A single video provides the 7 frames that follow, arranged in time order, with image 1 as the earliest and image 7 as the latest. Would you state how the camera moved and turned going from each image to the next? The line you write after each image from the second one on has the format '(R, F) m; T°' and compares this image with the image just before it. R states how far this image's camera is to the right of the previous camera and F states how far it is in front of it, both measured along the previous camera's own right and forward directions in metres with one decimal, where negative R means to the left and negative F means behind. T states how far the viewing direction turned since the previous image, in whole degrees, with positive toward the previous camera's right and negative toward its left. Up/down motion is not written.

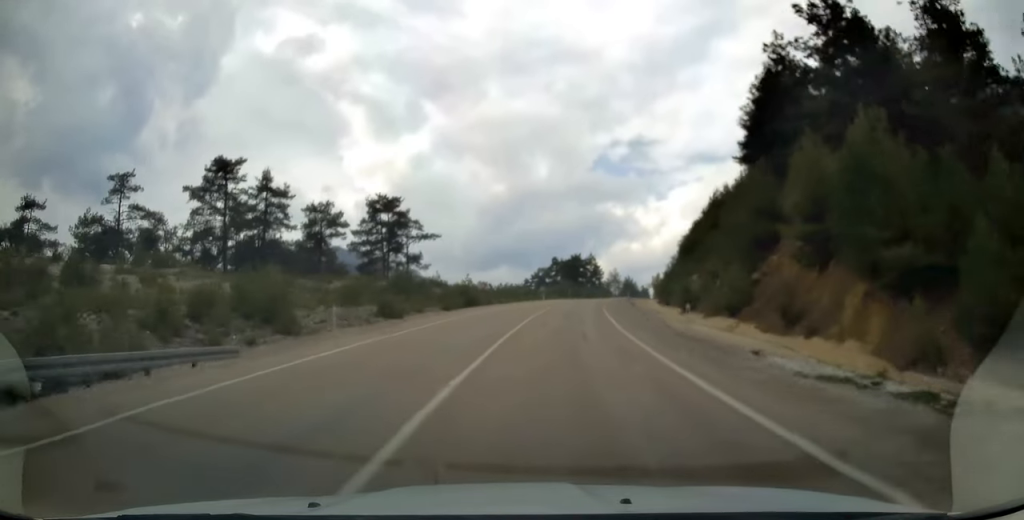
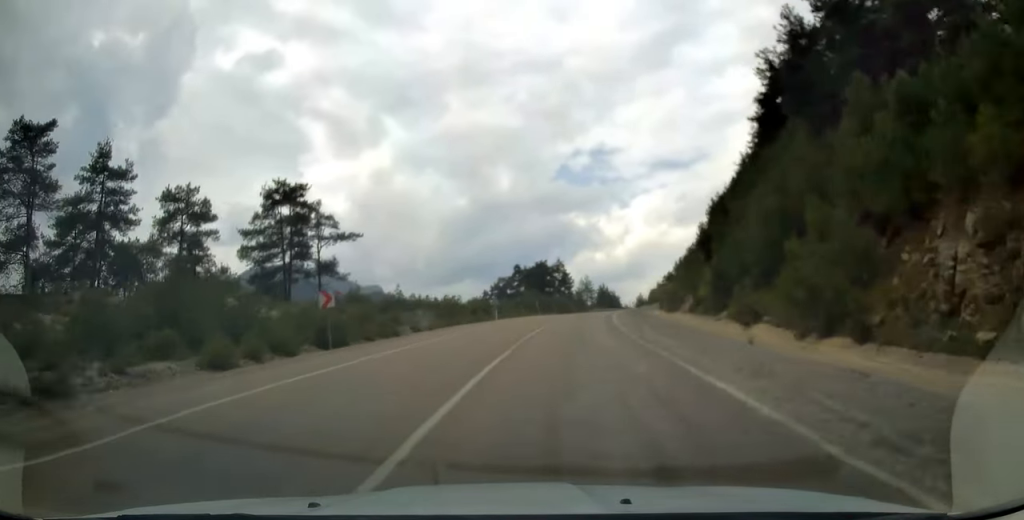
(+0.8, +32.8) m; +3°
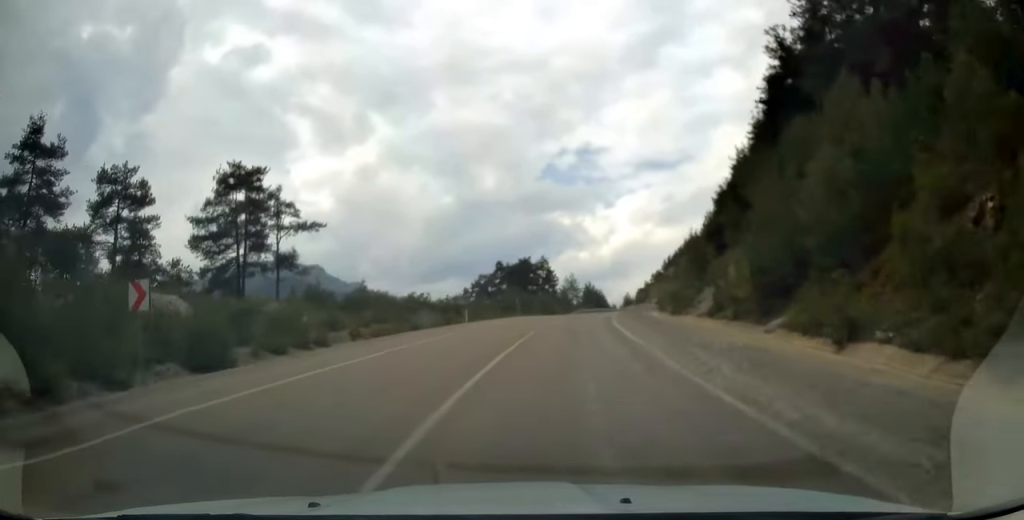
(0.0, +10.0) m; +1°
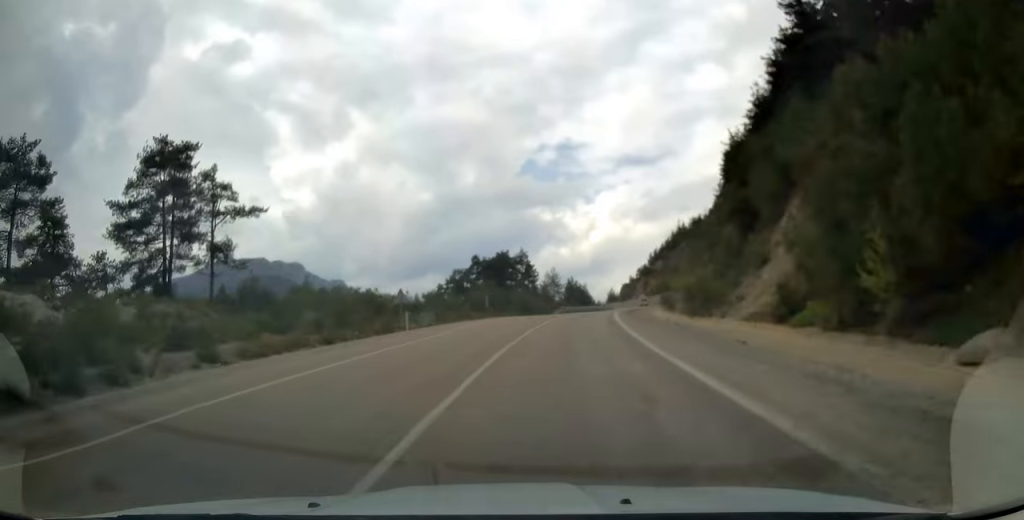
(+0.3, +13.4) m; +2°
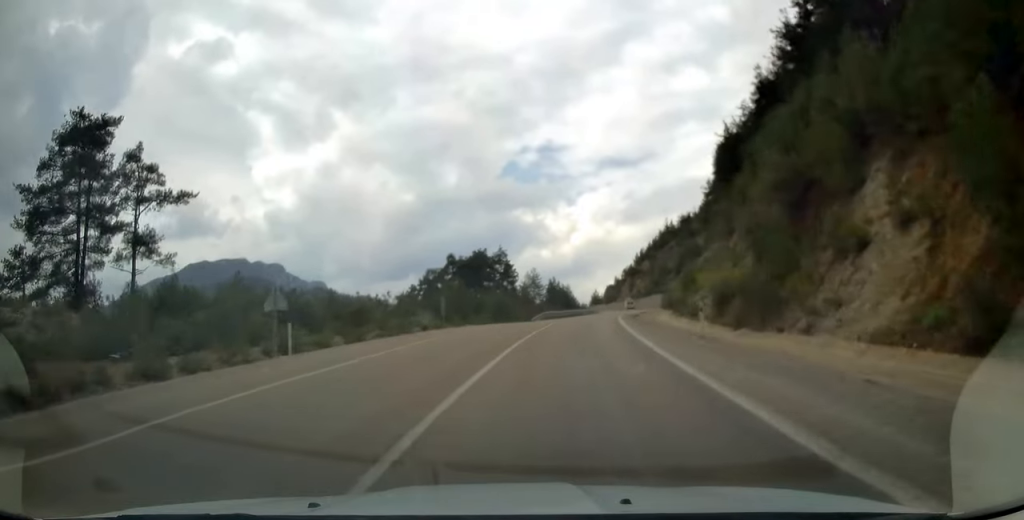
(+0.1, +12.5) m; +2°
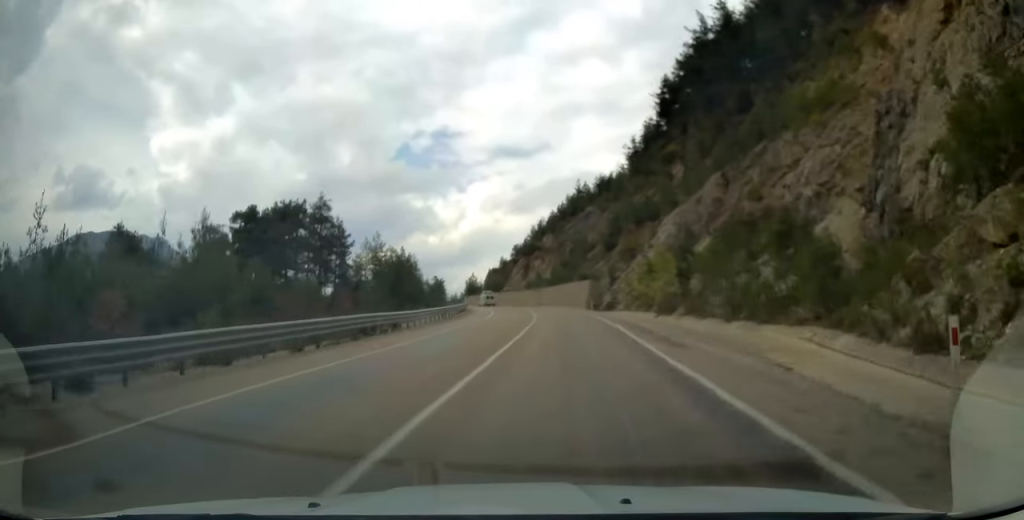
(+6.7, +65.6) m; +10°
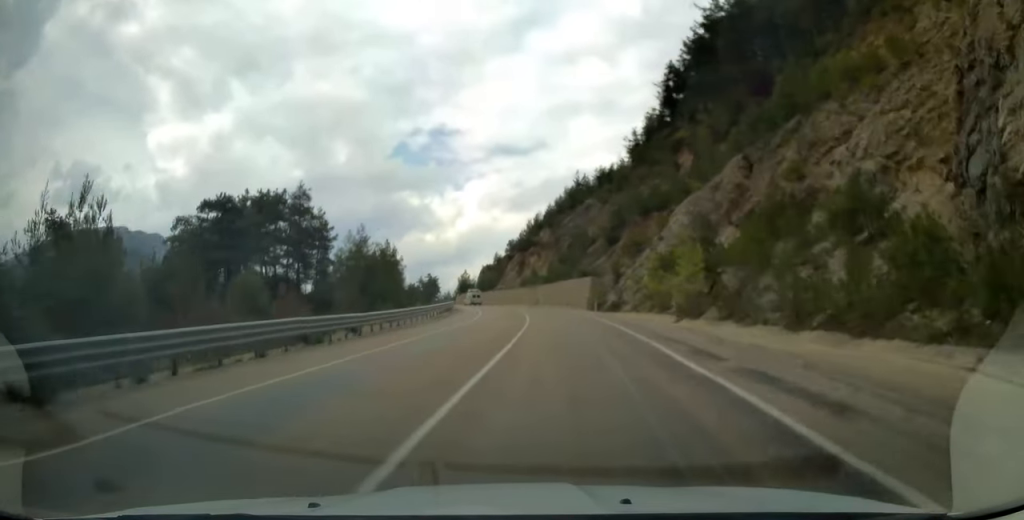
(+0.1, +8.3) m; 0°
